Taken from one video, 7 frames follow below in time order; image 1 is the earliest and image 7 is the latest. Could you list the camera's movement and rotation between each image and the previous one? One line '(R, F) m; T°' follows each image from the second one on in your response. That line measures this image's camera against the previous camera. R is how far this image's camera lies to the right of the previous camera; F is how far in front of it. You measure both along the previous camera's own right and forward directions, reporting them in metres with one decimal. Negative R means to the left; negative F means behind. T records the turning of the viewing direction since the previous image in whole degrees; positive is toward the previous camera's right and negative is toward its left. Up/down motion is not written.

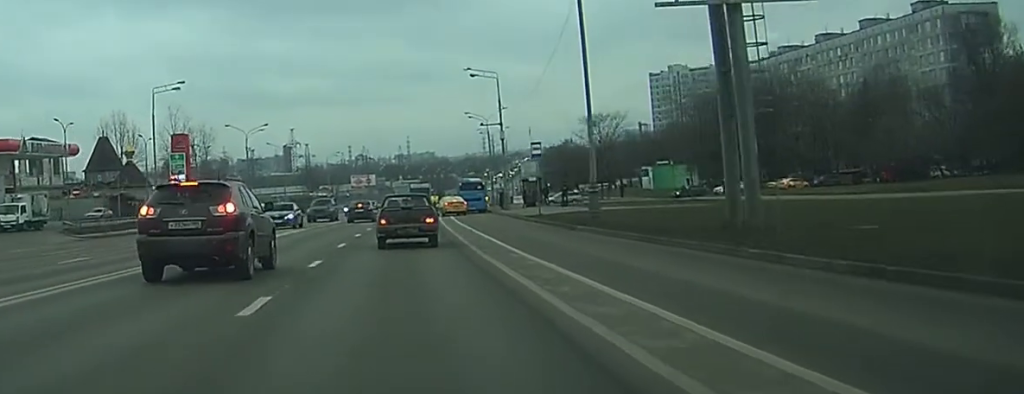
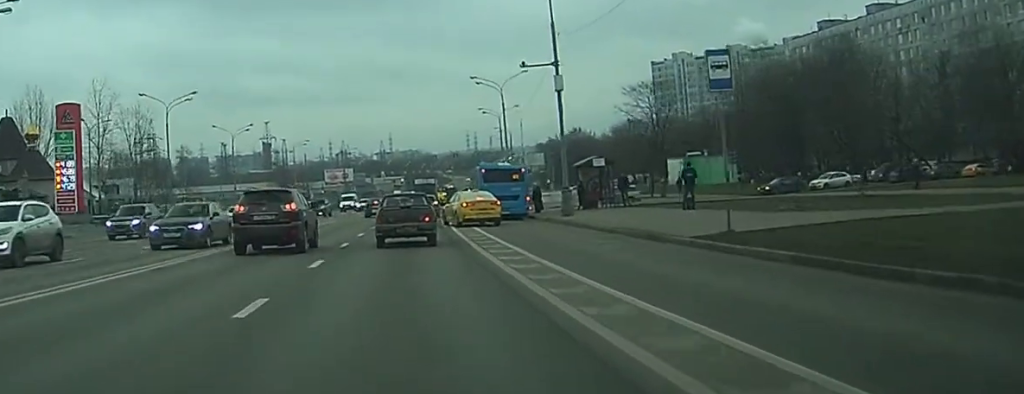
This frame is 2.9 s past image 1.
(+0.1, +31.4) m; +1°
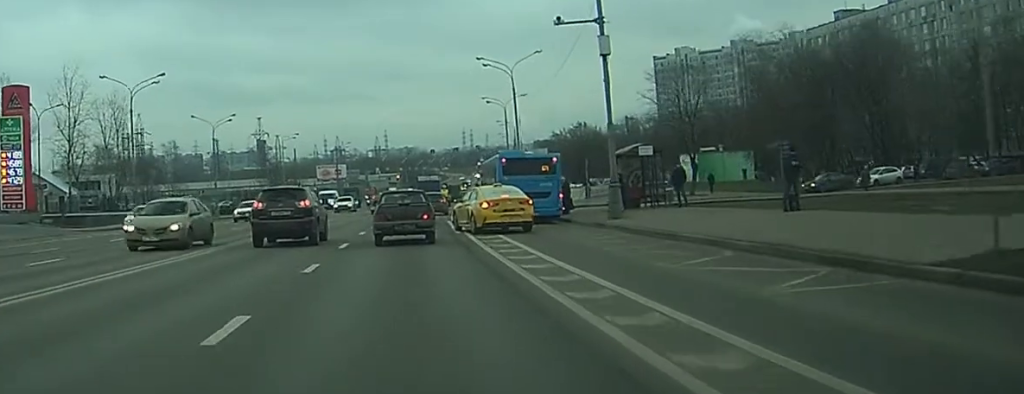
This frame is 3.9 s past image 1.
(+0.2, +9.8) m; +2°
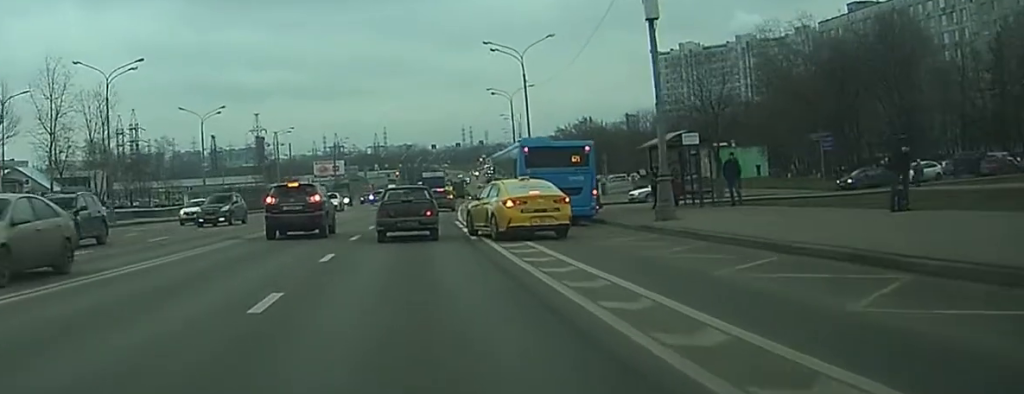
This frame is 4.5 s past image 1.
(+0.1, +6.3) m; 0°
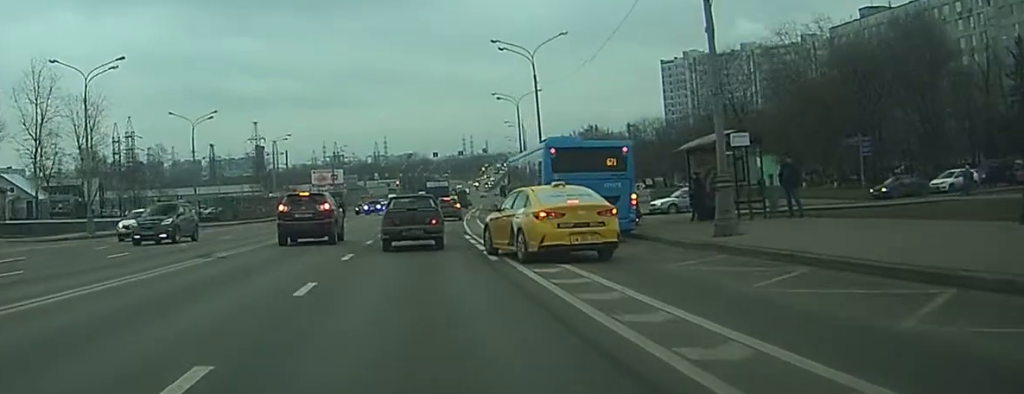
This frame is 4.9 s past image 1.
(+0.1, +4.9) m; 0°
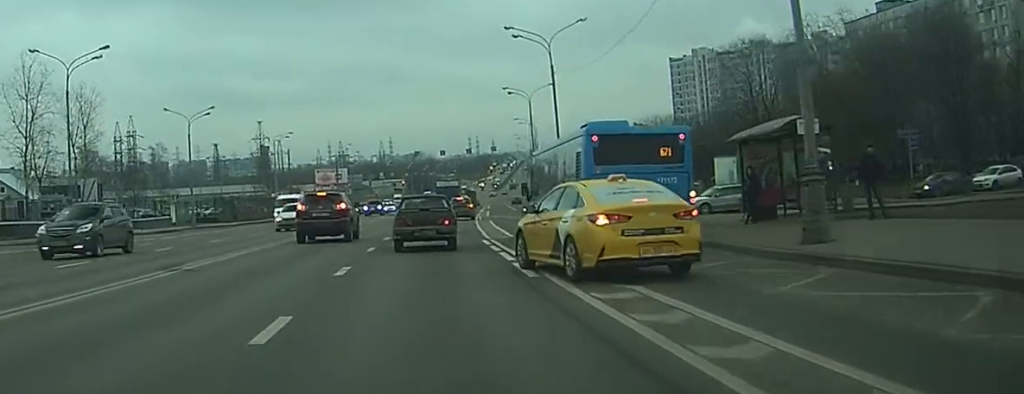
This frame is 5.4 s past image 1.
(-0.1, +4.6) m; 0°
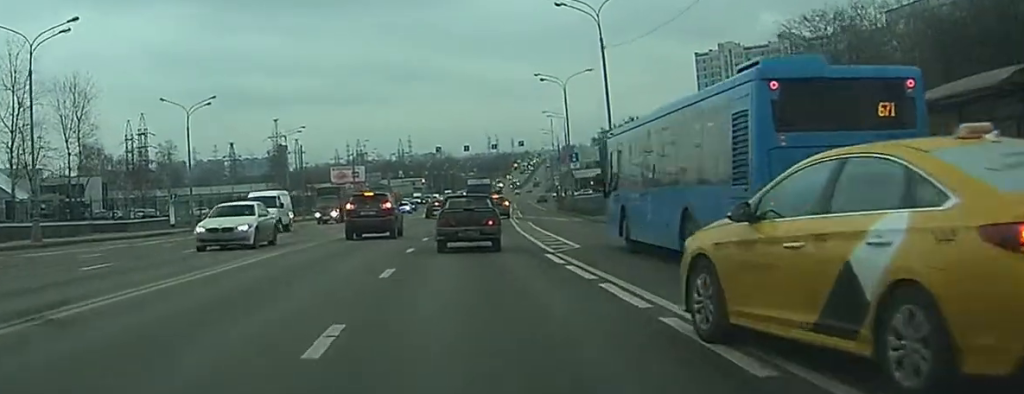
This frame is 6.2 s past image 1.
(-0.1, +8.9) m; -1°
